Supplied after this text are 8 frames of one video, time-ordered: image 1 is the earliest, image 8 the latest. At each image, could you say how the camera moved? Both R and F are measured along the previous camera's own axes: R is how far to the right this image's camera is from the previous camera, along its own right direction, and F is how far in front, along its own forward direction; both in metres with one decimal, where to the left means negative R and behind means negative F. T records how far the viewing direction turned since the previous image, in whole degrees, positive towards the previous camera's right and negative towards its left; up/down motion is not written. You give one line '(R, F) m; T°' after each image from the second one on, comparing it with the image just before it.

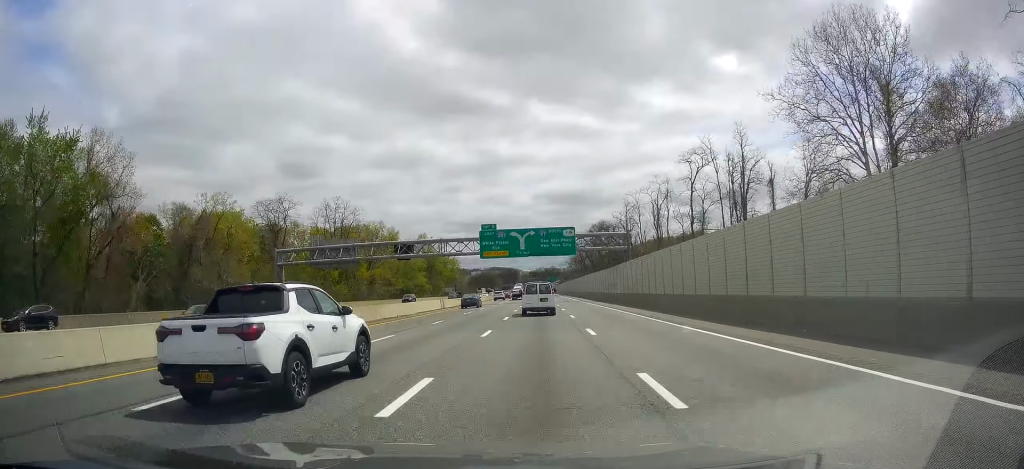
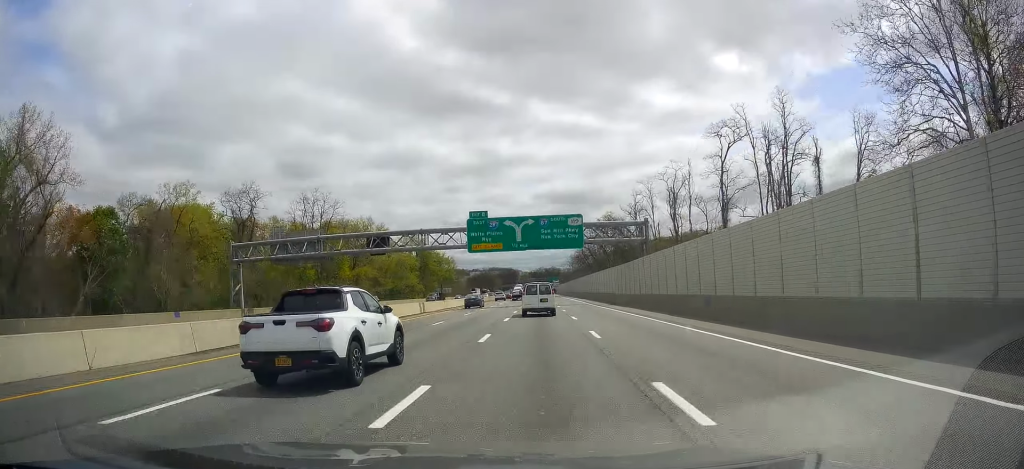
(0.0, +12.9) m; 0°
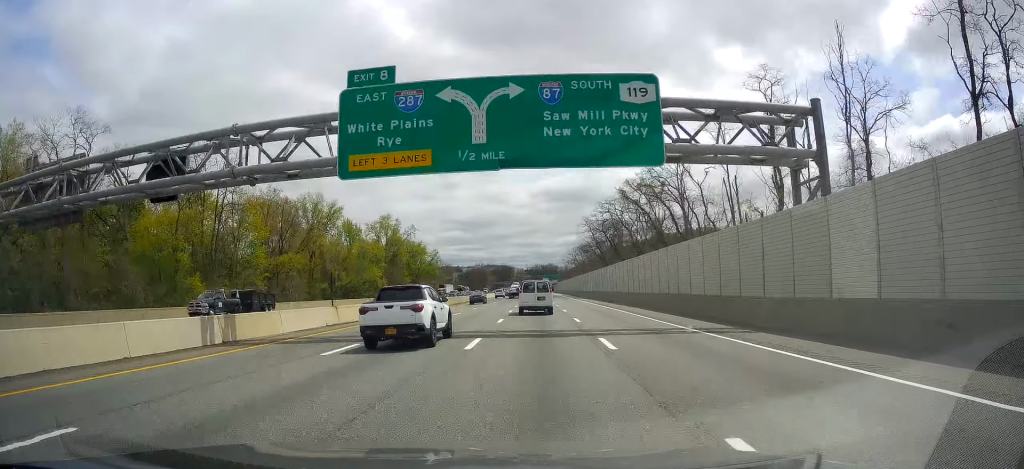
(0.0, +40.1) m; 0°
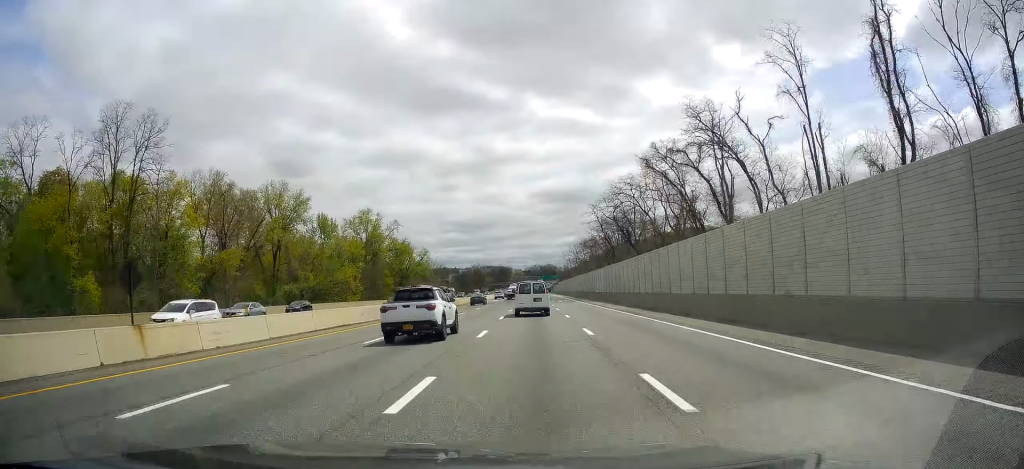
(0.0, +19.6) m; 0°
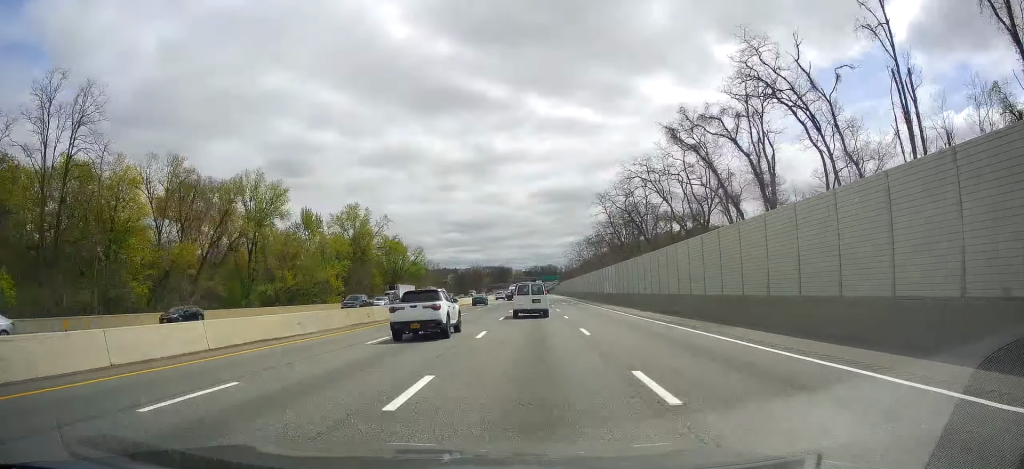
(0.0, +11.6) m; 0°
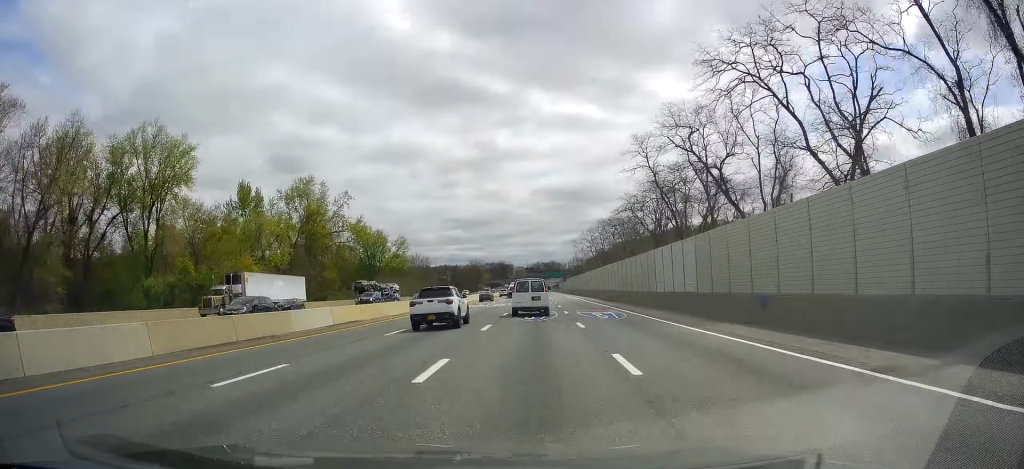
(0.0, +34.6) m; 0°
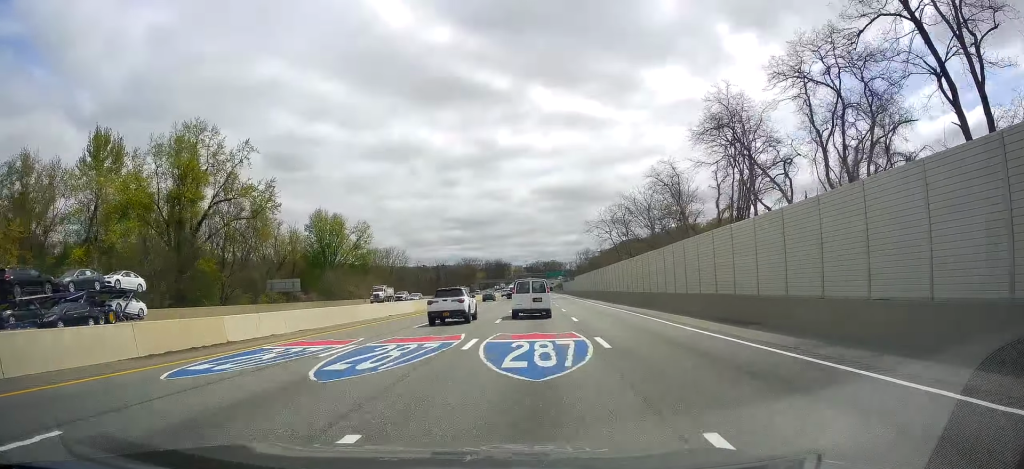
(0.0, +43.8) m; +1°
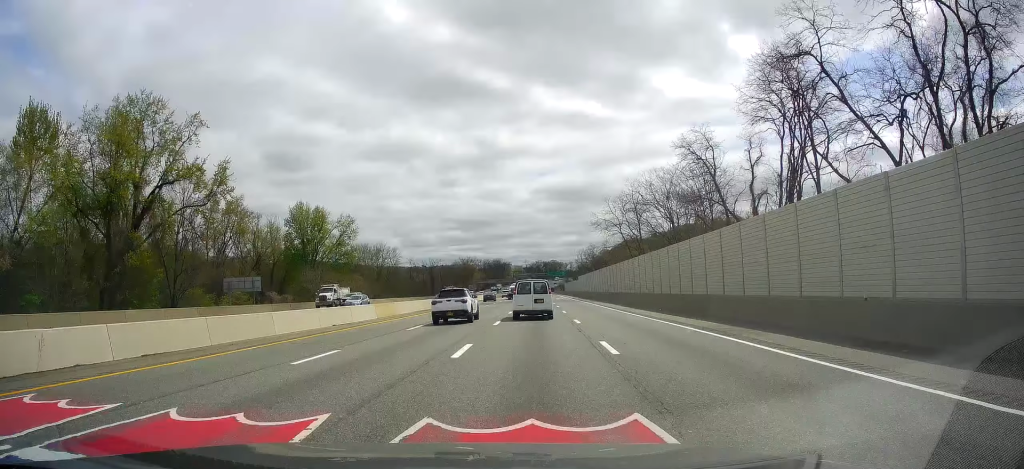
(+0.2, +13.6) m; 0°
